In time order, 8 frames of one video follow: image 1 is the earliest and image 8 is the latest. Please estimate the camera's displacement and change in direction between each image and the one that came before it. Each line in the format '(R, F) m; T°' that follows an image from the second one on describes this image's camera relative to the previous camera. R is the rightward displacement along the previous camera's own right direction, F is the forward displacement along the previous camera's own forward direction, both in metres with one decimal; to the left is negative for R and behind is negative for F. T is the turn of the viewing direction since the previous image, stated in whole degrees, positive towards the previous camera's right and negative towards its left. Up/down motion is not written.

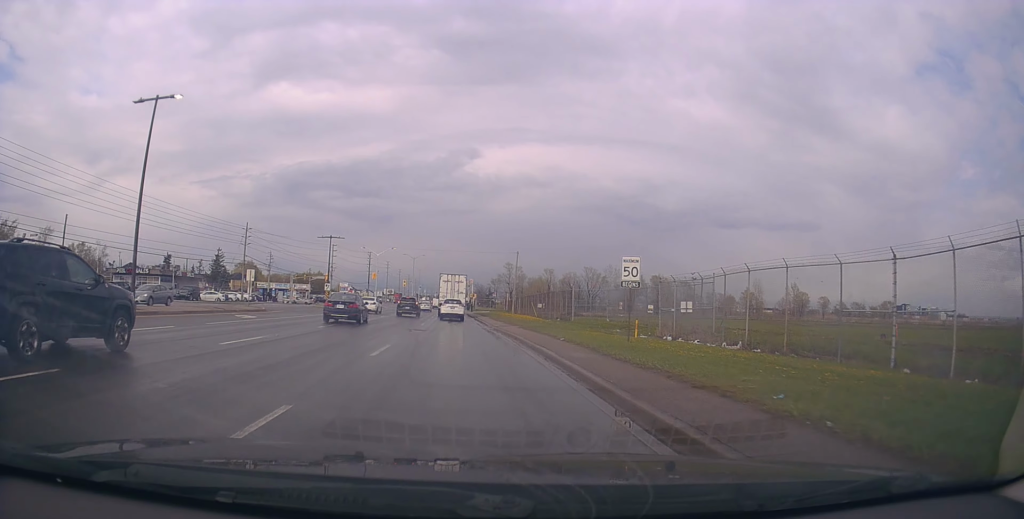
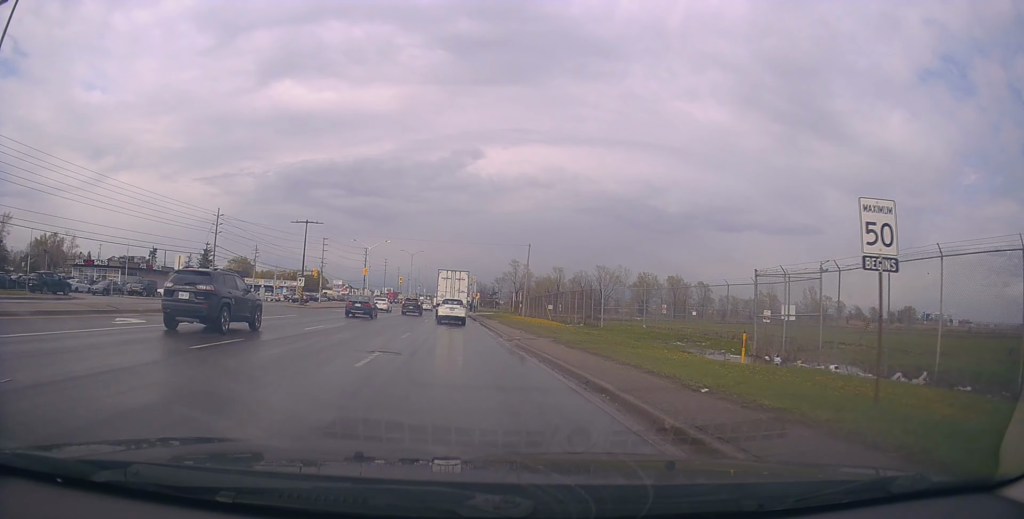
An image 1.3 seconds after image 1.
(+0.1, +10.7) m; -1°
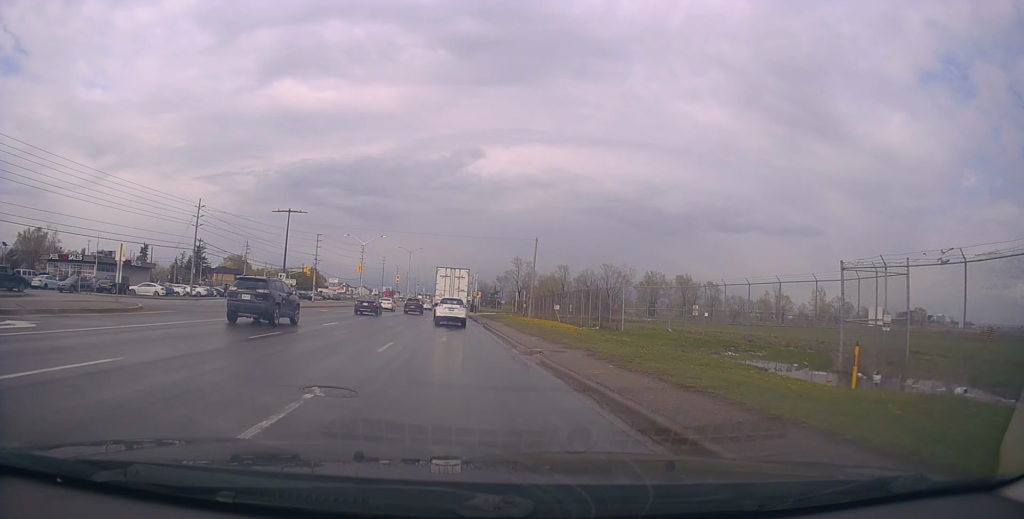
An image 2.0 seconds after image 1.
(0.0, +5.5) m; -1°
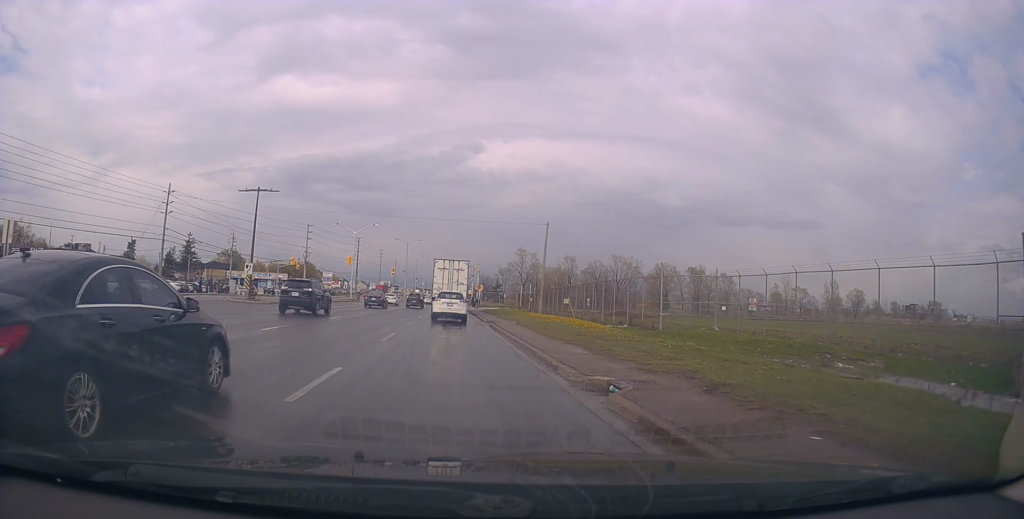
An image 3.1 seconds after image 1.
(-0.1, +7.4) m; +2°
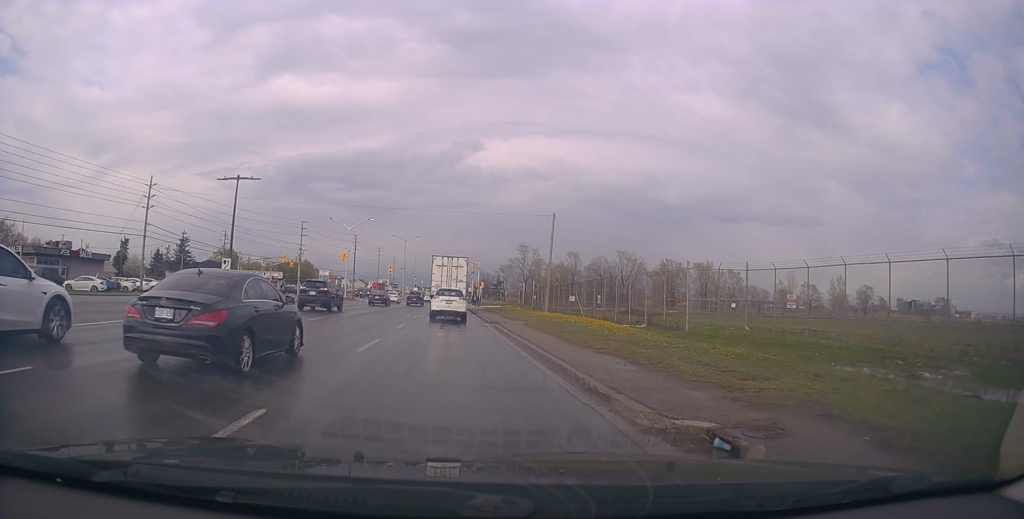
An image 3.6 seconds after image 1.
(+0.4, +3.5) m; -1°
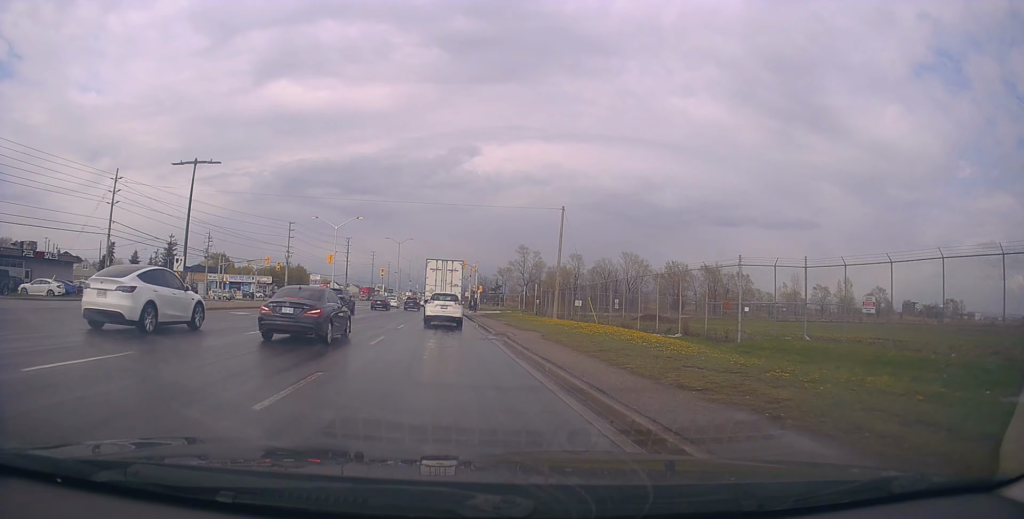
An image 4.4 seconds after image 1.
(-0.3, +5.9) m; -2°
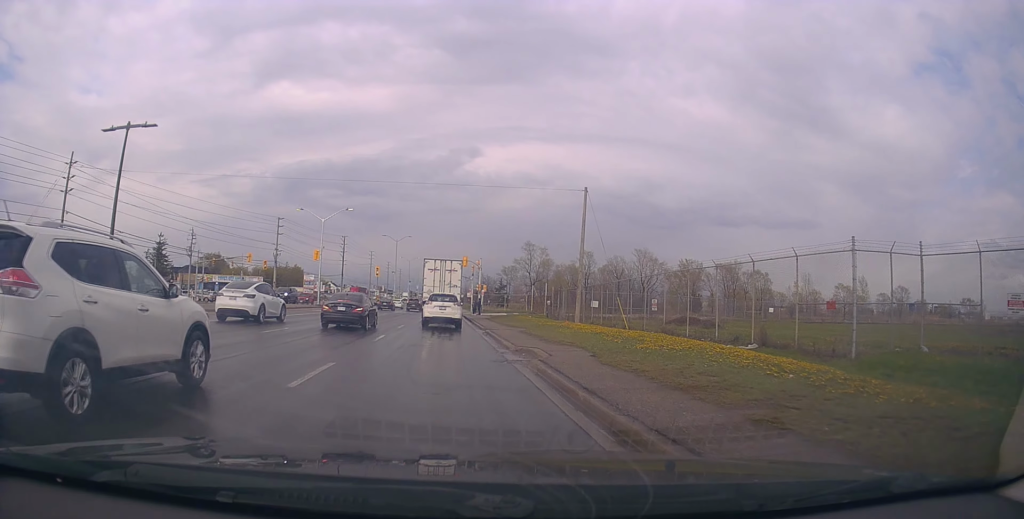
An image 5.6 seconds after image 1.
(0.0, +7.4) m; +2°
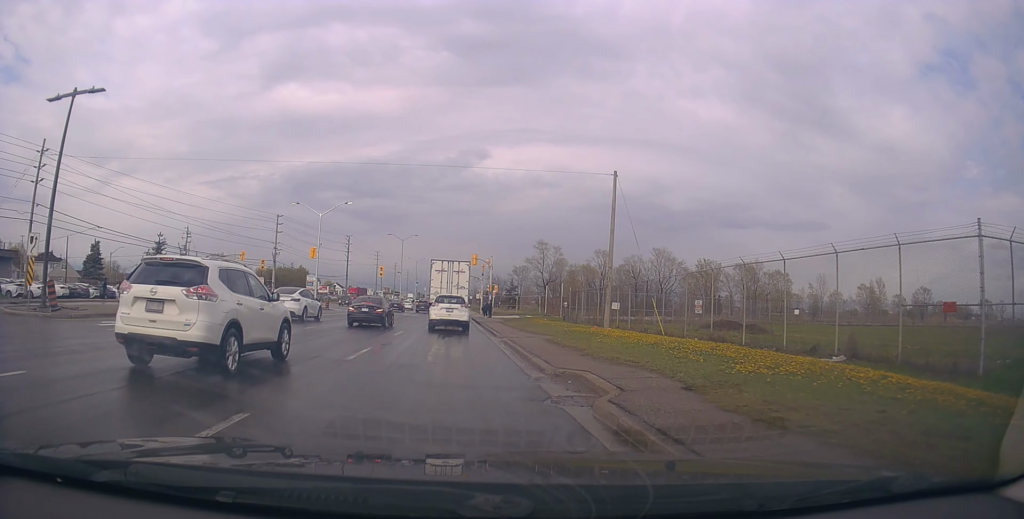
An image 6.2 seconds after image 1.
(+0.1, +4.7) m; +1°
